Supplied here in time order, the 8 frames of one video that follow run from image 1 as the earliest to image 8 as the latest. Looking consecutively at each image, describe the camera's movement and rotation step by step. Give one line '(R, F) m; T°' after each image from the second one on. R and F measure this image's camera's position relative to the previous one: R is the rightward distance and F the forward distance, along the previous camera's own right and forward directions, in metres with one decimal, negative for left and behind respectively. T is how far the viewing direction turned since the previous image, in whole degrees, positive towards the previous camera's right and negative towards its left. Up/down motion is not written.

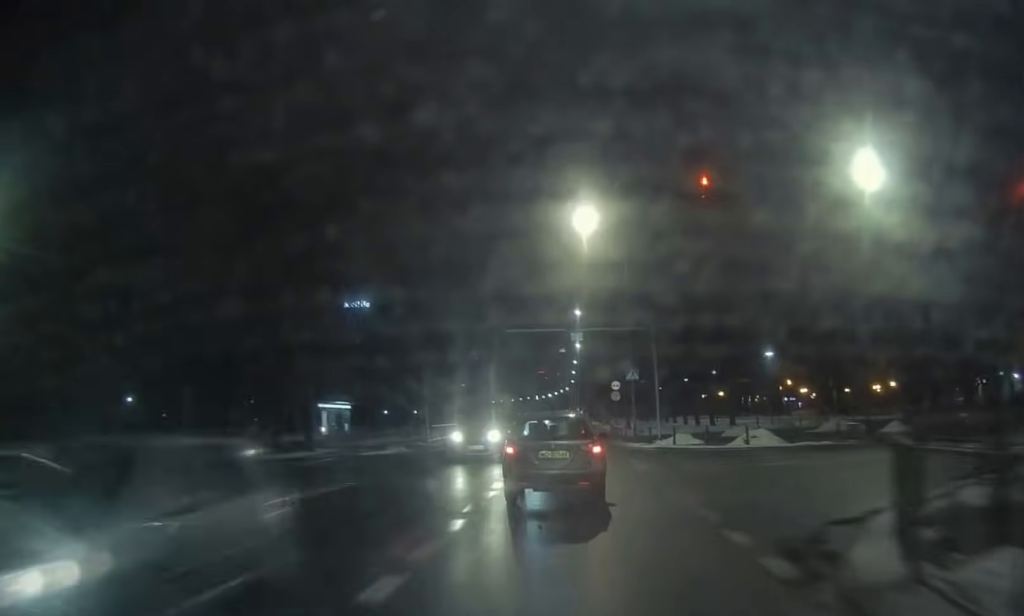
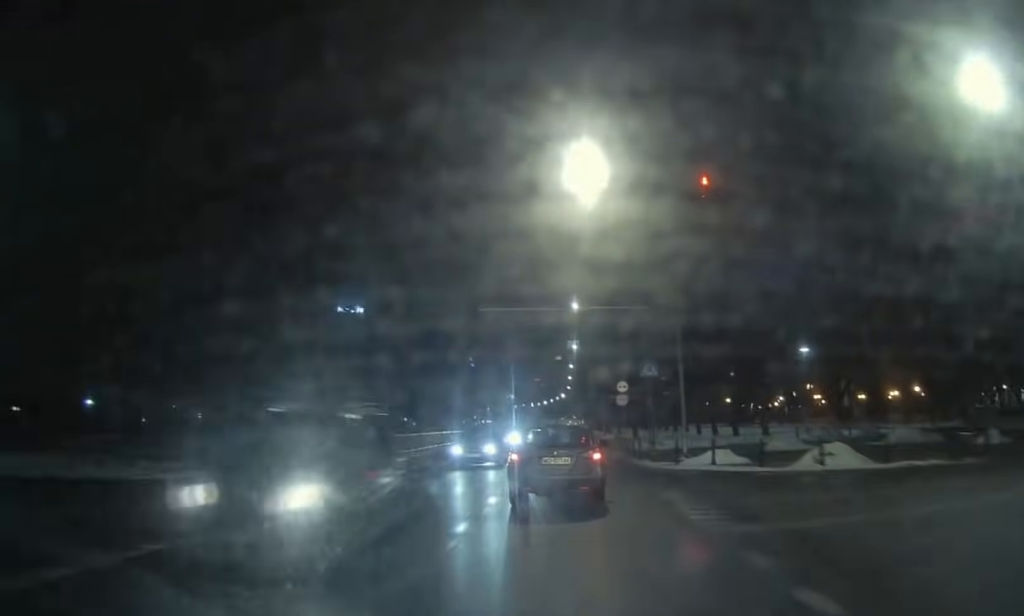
(0.0, +10.6) m; -2°
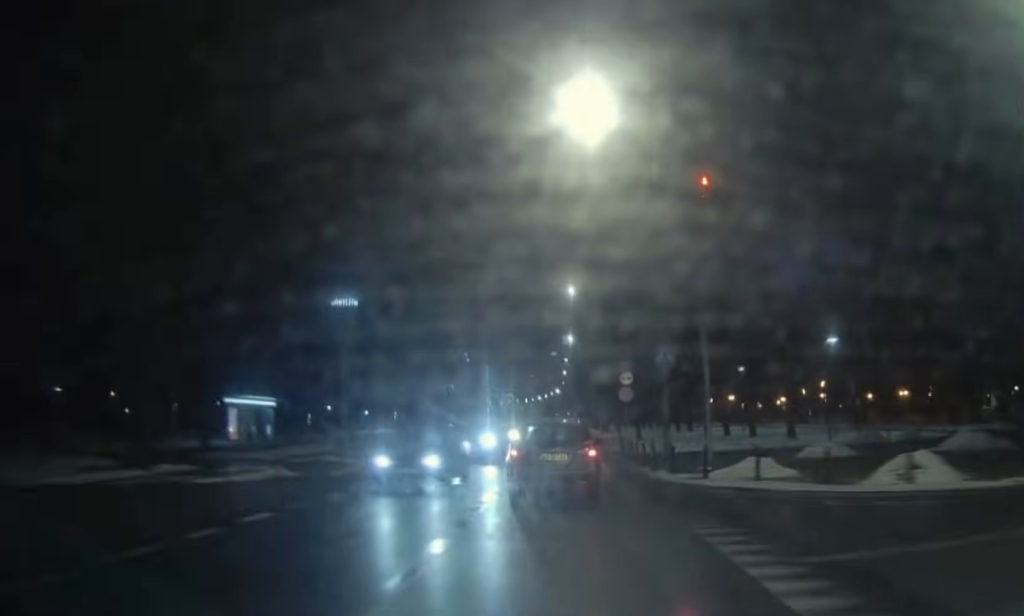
(-0.1, +6.9) m; -1°
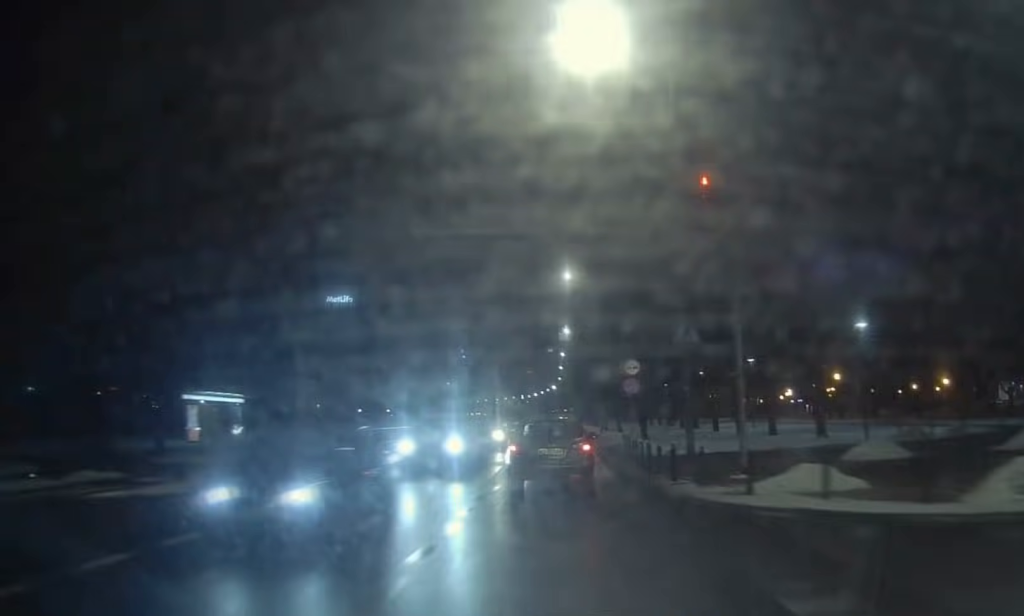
(-0.2, +5.8) m; 0°
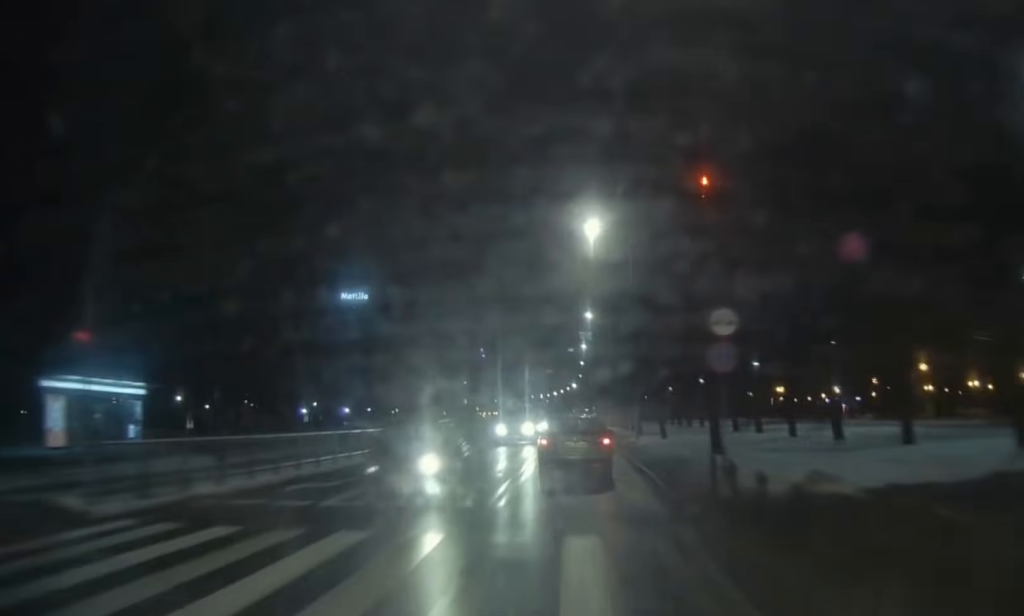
(+0.3, +17.1) m; +3°
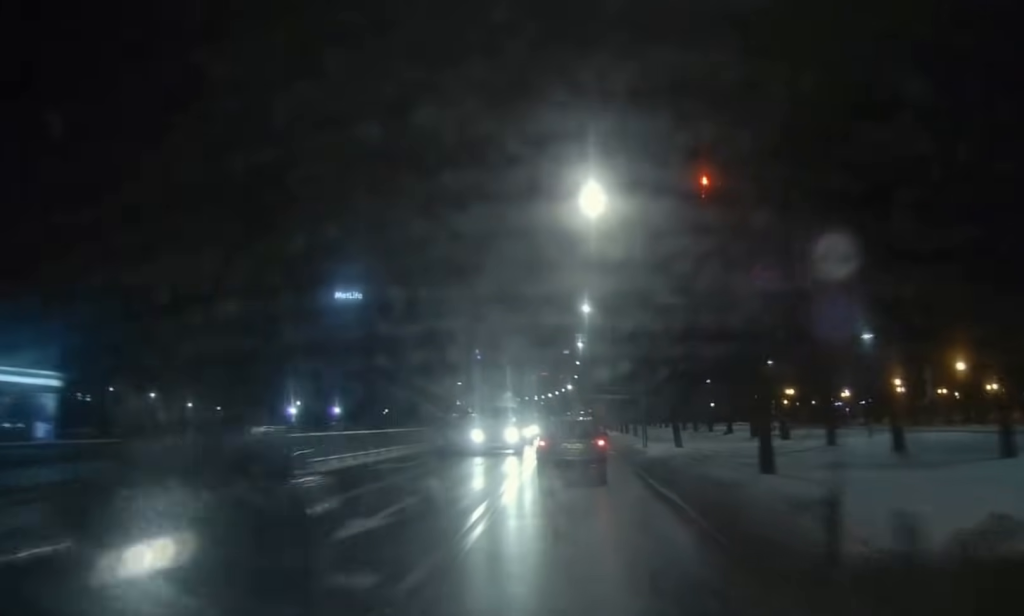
(+0.2, +7.8) m; +1°
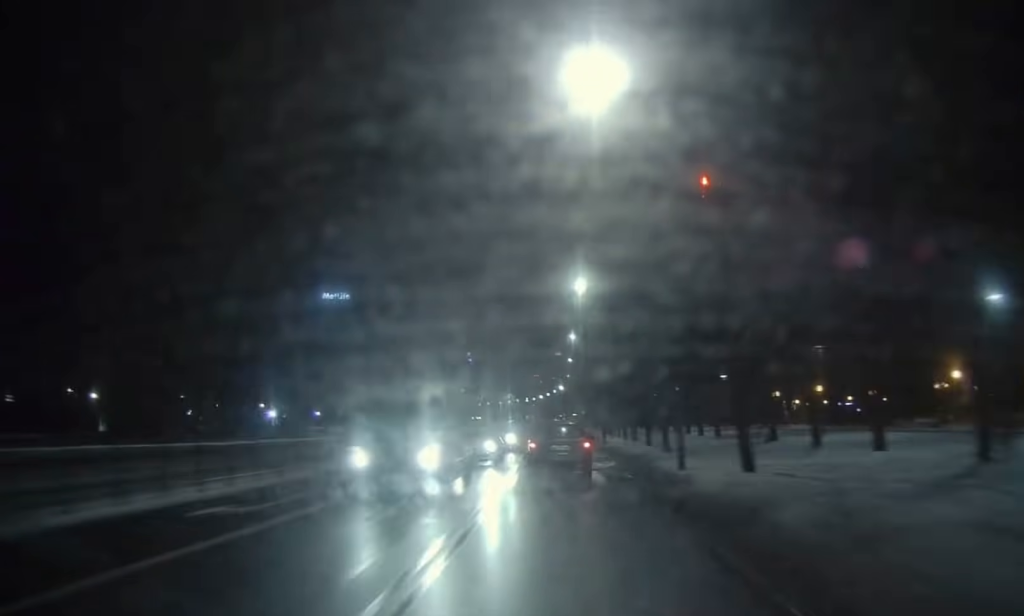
(+0.2, +15.2) m; 0°
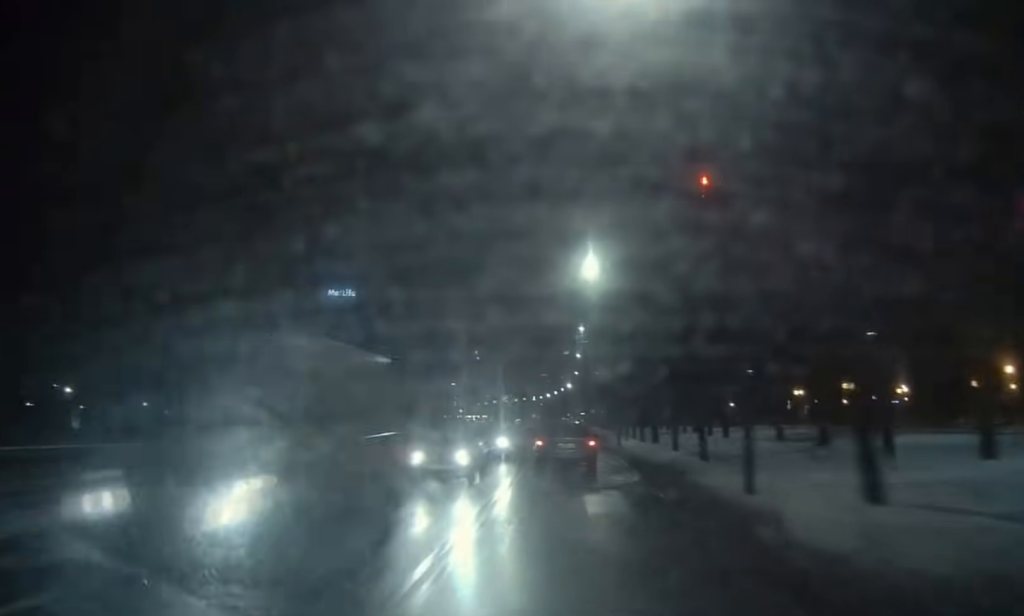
(0.0, +7.3) m; 0°
